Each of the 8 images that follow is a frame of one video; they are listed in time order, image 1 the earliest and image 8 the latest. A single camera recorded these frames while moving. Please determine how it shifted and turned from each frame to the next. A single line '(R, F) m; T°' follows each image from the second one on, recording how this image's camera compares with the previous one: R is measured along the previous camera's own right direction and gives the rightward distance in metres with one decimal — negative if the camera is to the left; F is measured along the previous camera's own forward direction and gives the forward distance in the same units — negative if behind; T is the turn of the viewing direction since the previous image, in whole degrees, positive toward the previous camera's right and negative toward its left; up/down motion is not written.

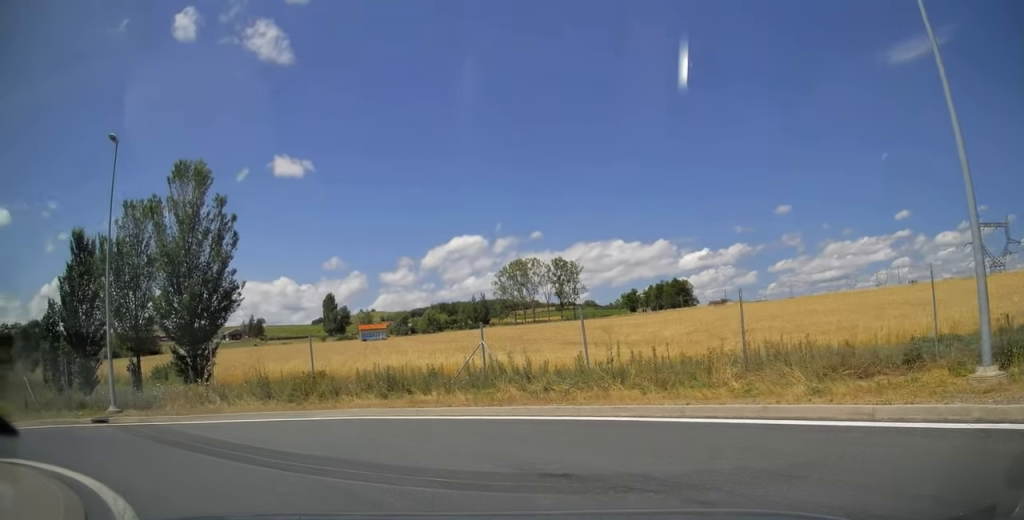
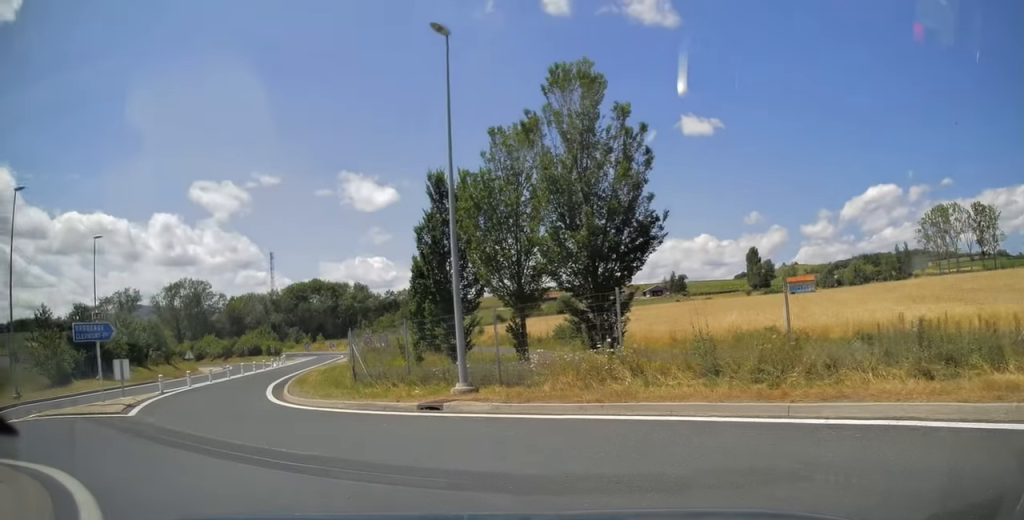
(-2.5, +6.2) m; -42°
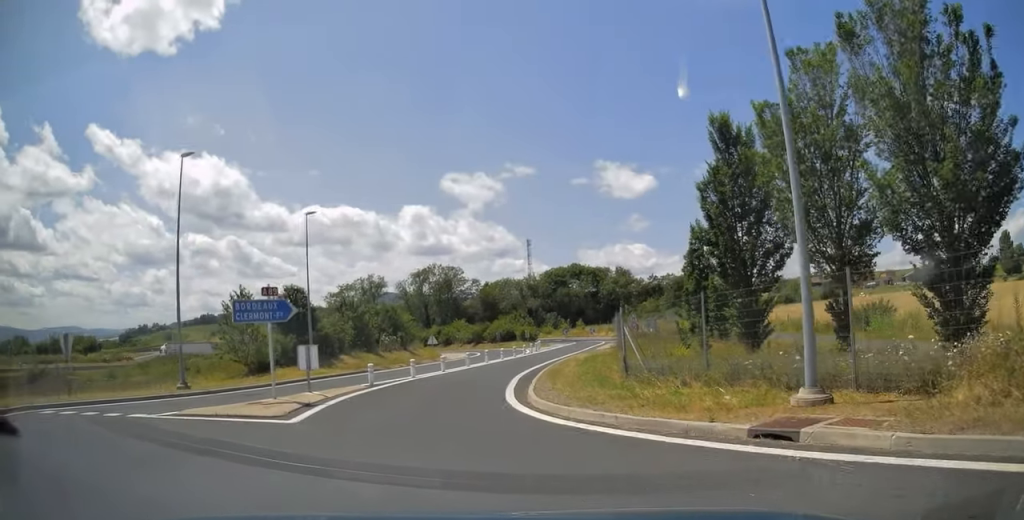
(-1.3, +5.4) m; -19°
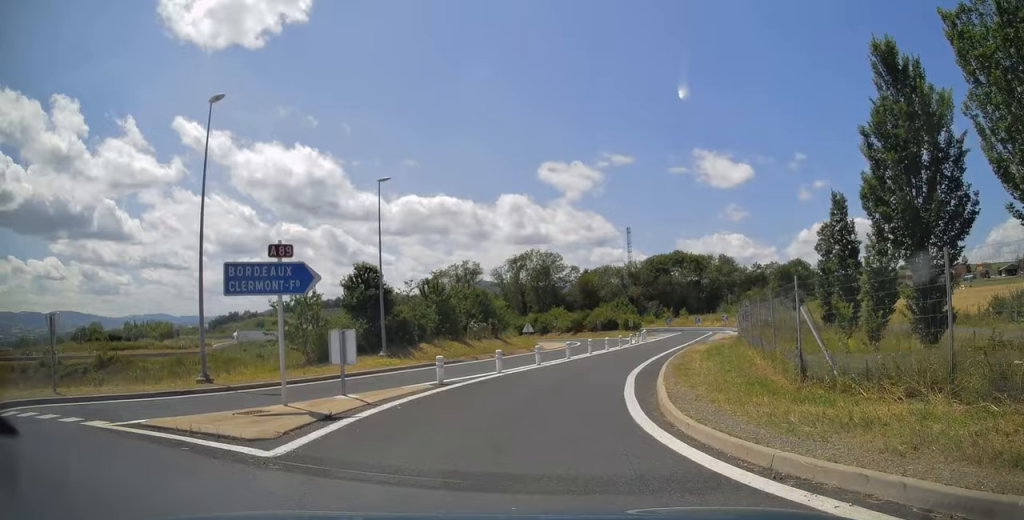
(-0.7, +5.3) m; -8°
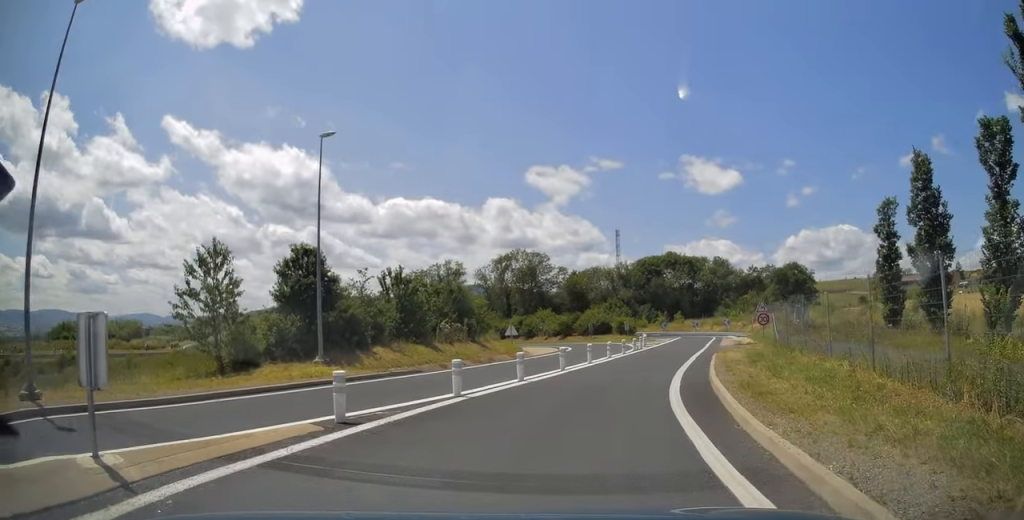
(-0.4, +7.2) m; 0°
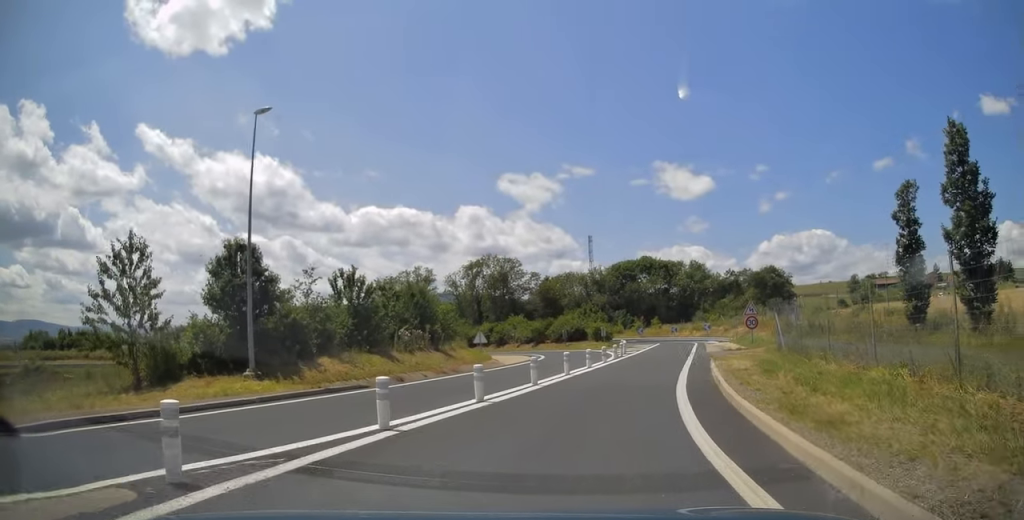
(-0.2, +3.4) m; +2°
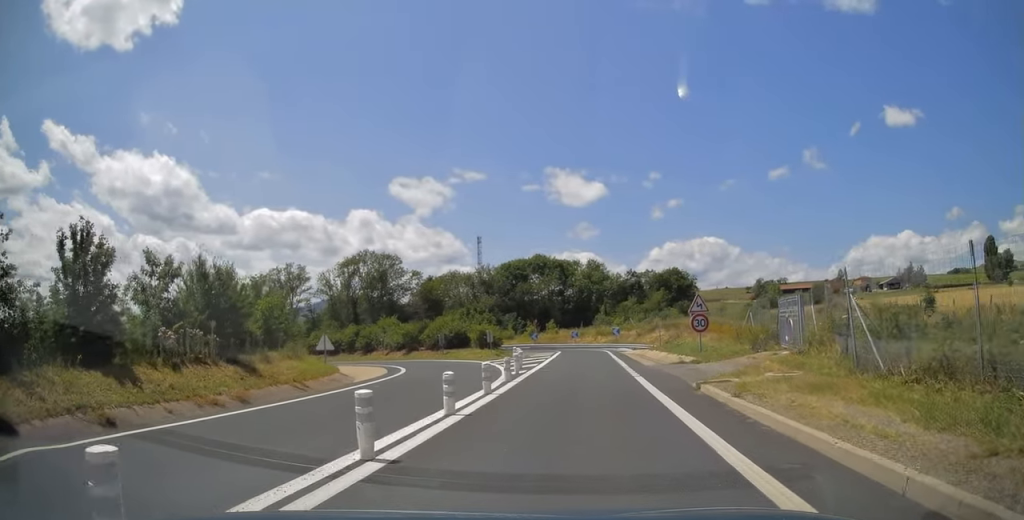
(+1.1, +13.0) m; +7°
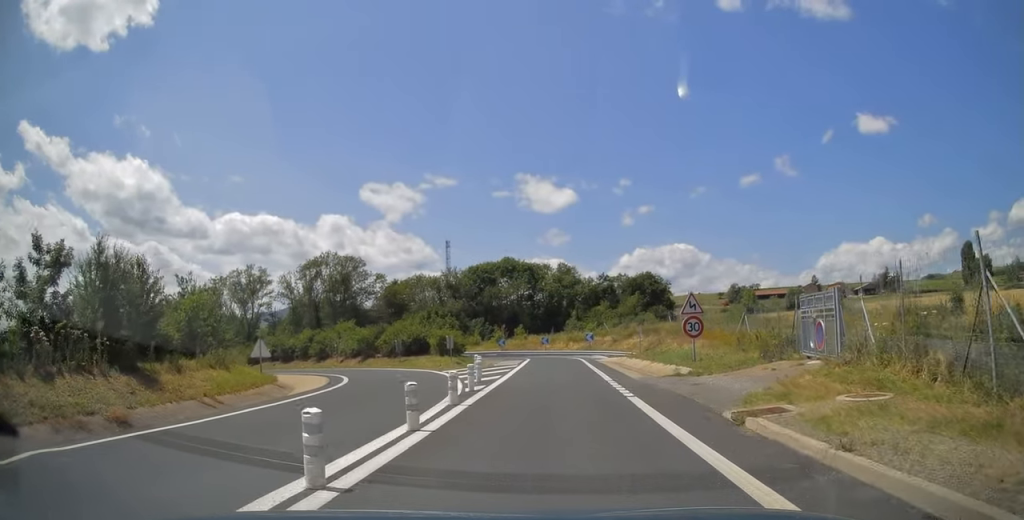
(-0.1, +5.0) m; +2°
